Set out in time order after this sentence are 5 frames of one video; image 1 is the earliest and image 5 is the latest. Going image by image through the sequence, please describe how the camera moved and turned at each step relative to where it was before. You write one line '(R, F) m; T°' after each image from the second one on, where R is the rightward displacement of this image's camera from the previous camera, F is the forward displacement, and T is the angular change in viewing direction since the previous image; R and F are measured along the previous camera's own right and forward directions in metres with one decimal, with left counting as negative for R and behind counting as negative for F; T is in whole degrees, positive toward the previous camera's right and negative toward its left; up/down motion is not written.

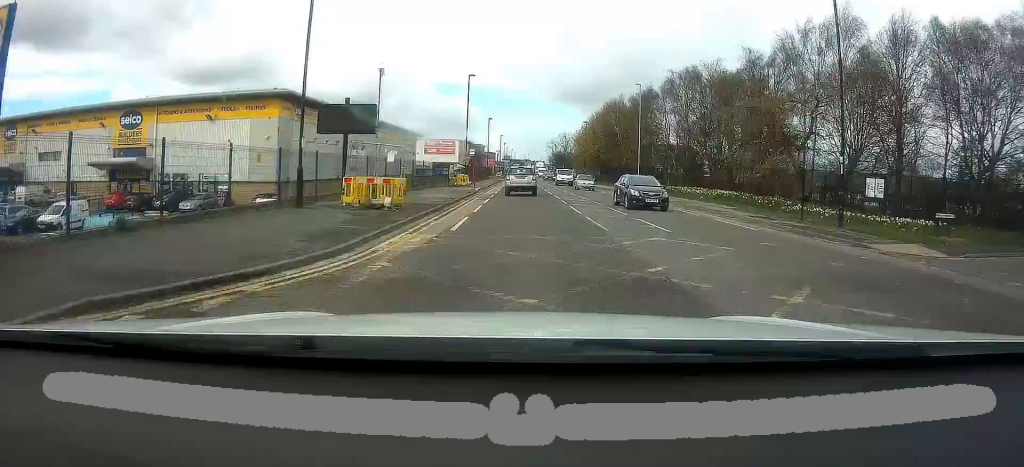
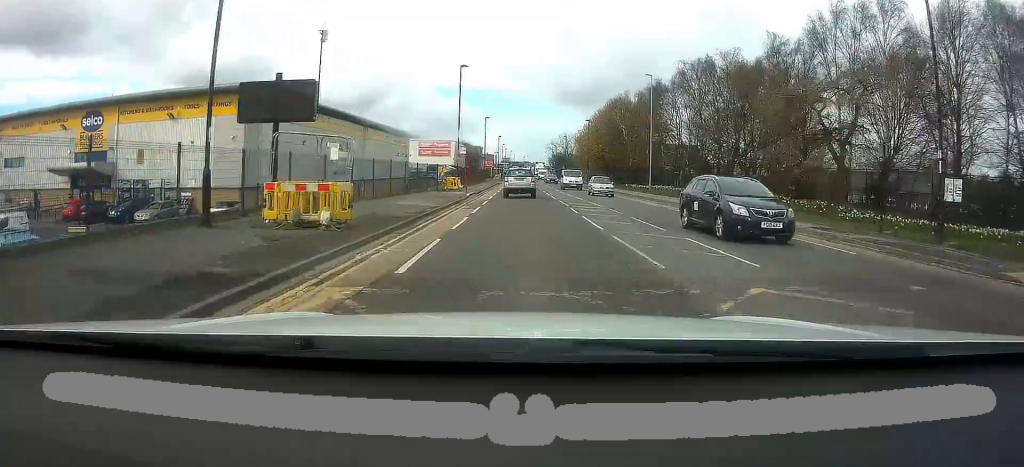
(0.0, +5.6) m; 0°
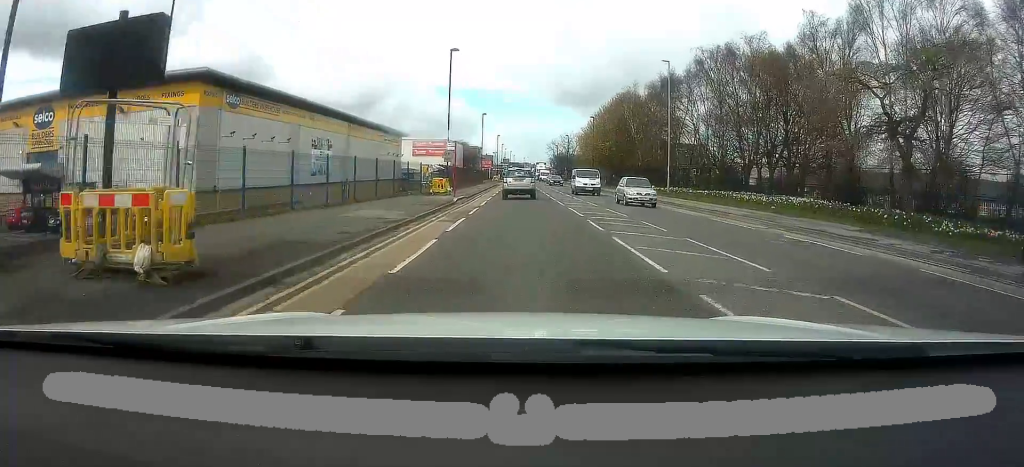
(0.0, +6.3) m; 0°
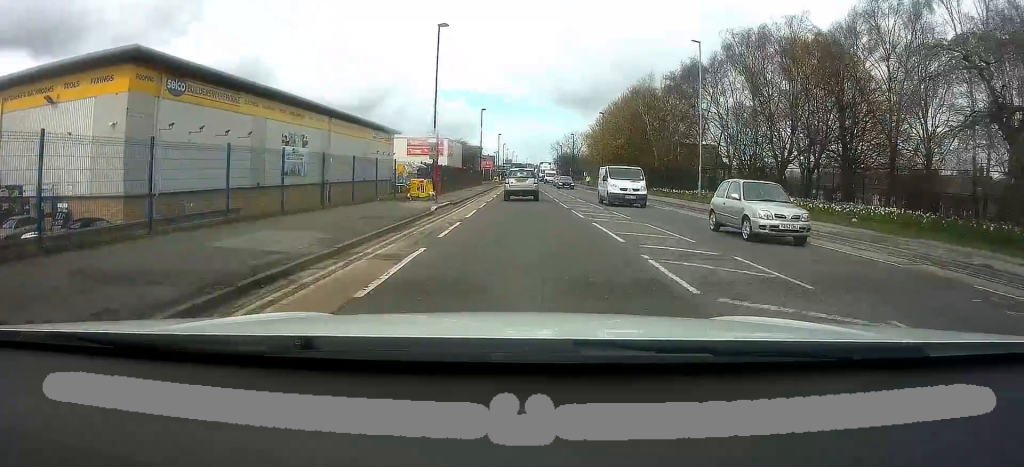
(0.0, +7.4) m; 0°
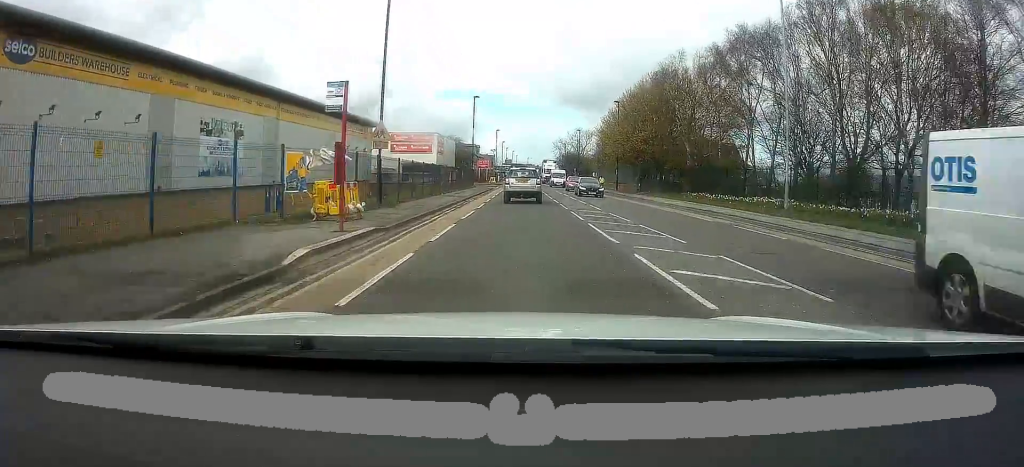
(0.0, +12.6) m; +1°
